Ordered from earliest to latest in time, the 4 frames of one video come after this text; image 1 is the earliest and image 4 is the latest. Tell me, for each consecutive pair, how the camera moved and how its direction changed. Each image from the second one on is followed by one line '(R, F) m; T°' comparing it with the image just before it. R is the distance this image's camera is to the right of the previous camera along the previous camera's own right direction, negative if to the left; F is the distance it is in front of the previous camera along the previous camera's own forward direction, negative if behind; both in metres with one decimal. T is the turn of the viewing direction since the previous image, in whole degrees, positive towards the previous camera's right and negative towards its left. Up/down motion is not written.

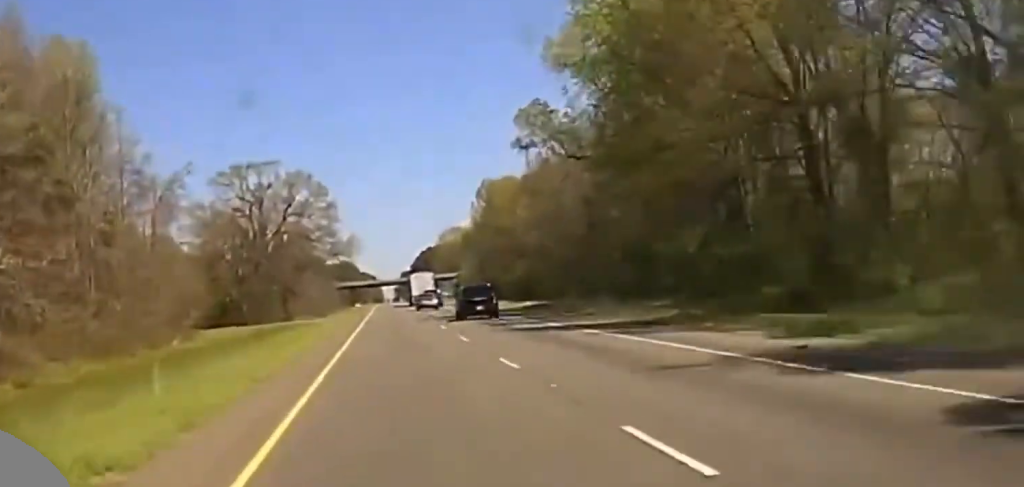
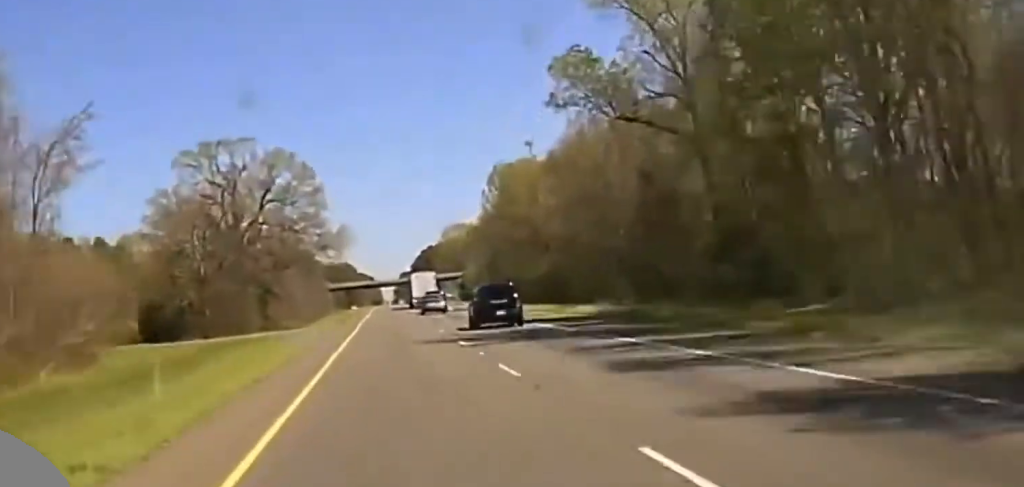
(0.0, +28.5) m; 0°
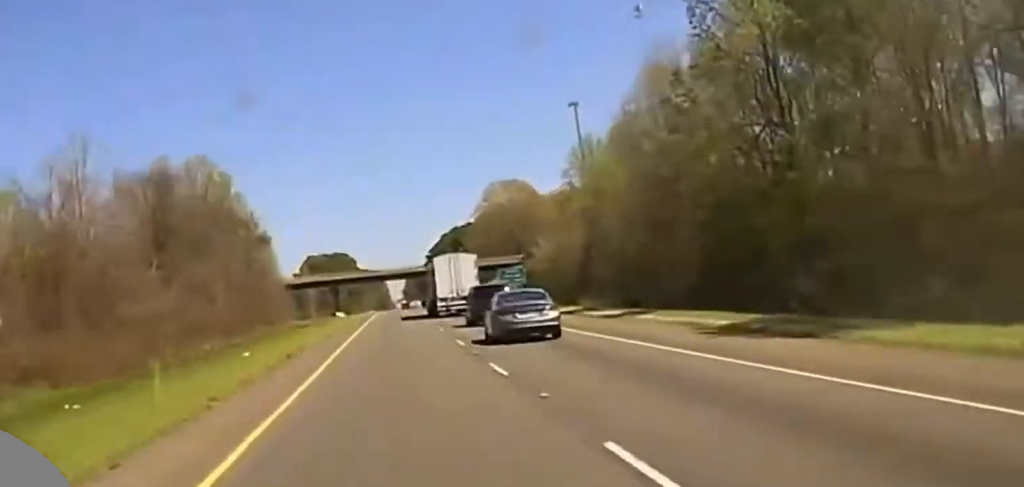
(+0.4, +113.8) m; 0°
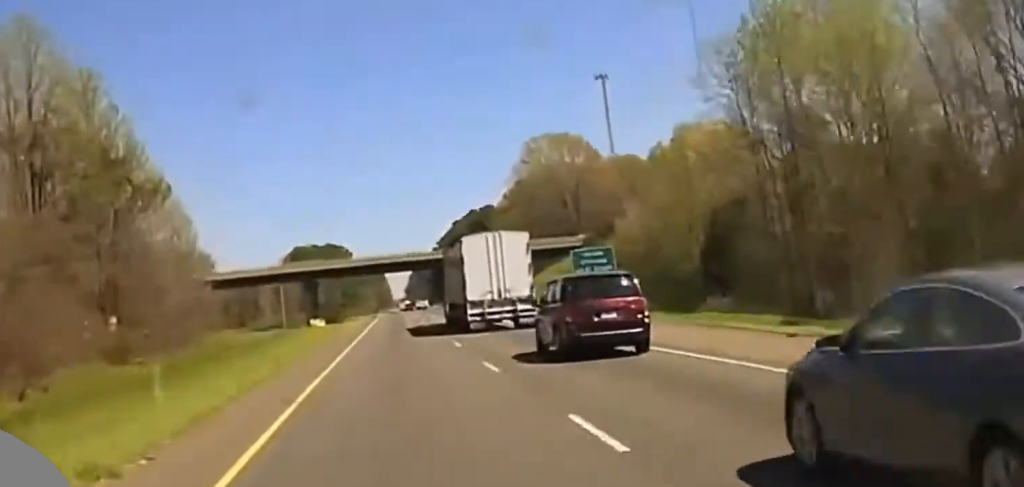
(-0.1, +55.7) m; 0°
